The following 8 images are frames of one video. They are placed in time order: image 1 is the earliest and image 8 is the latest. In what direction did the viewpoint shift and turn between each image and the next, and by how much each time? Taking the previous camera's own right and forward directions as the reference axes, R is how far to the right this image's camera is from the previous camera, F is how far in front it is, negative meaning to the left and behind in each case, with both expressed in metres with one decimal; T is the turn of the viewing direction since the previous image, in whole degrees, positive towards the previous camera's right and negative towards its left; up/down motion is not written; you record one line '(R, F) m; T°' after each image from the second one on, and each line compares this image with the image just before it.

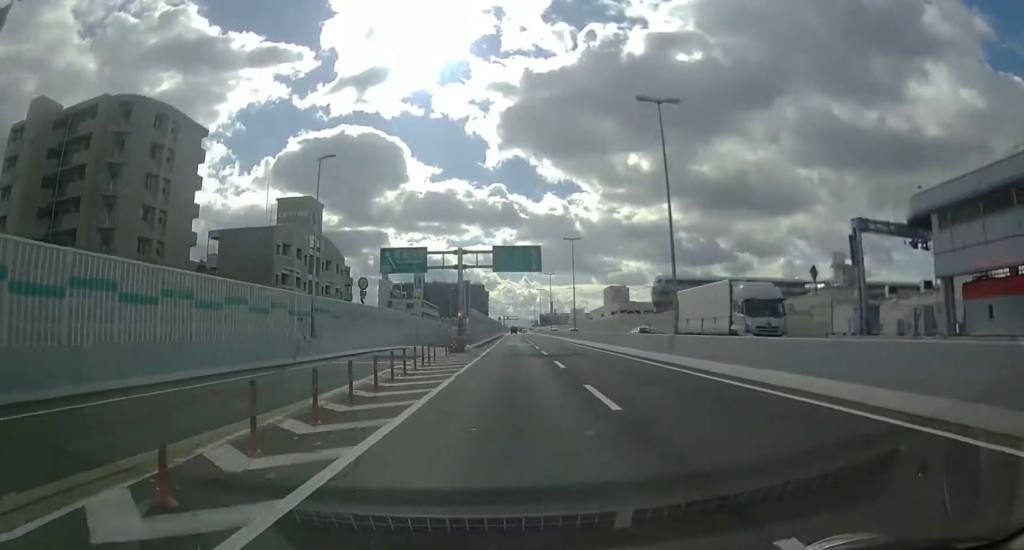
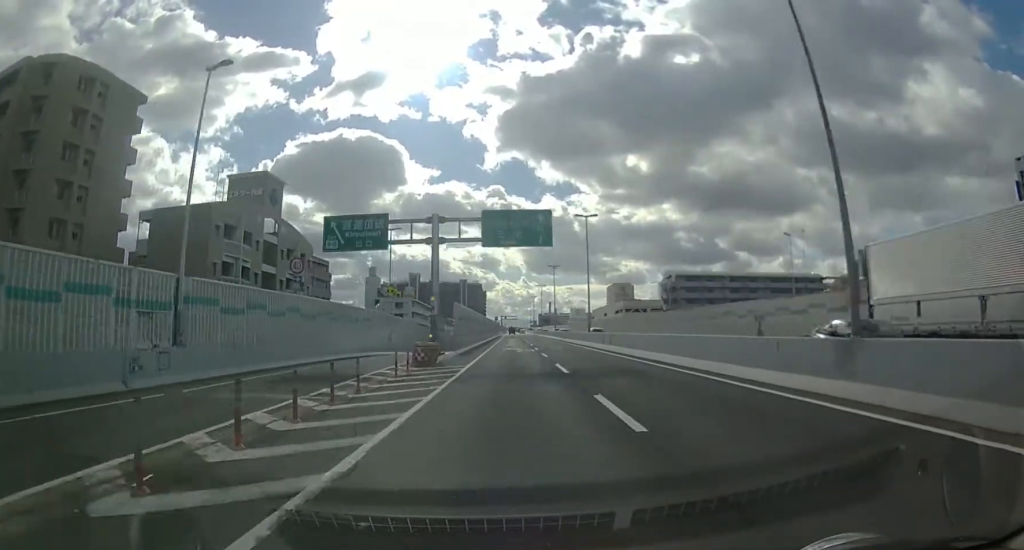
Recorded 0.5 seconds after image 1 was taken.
(-0.1, +11.9) m; 0°
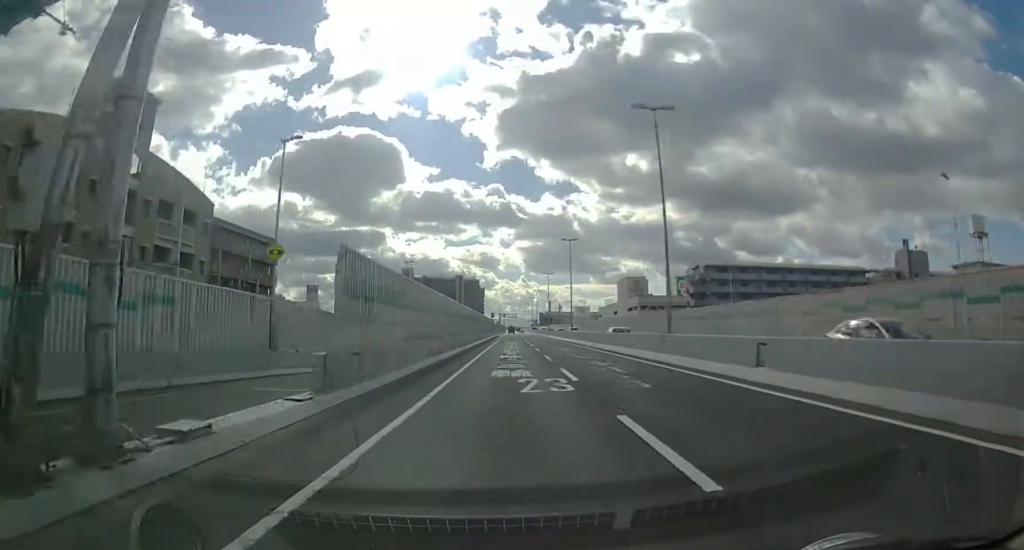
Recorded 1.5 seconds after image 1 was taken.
(+0.1, +22.7) m; 0°
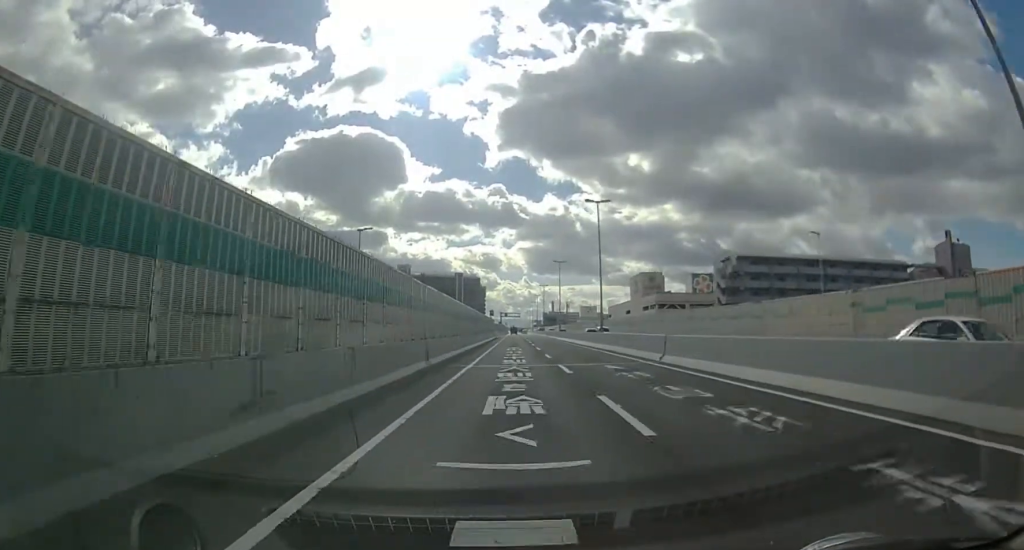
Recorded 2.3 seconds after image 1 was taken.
(0.0, +18.0) m; 0°
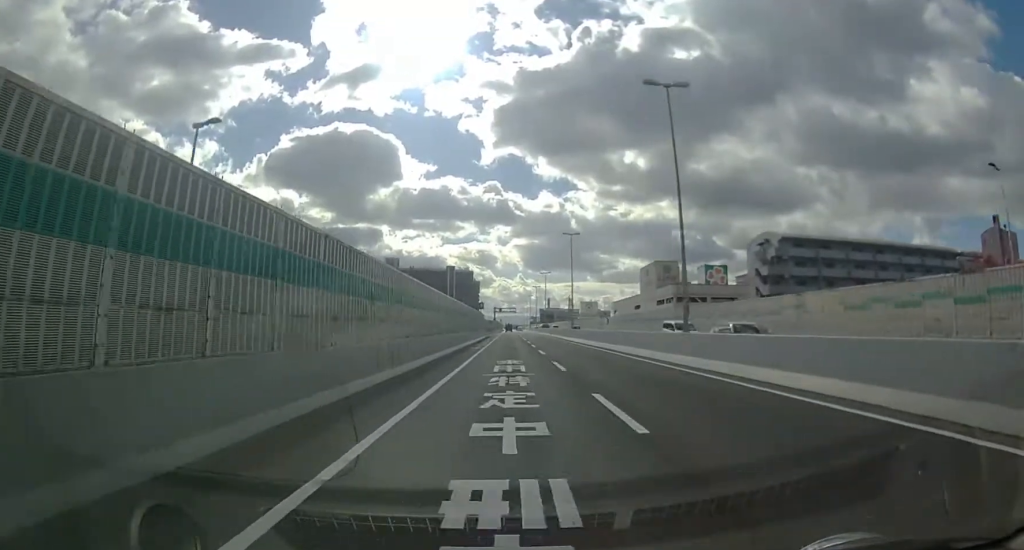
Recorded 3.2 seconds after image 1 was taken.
(-0.2, +19.8) m; 0°
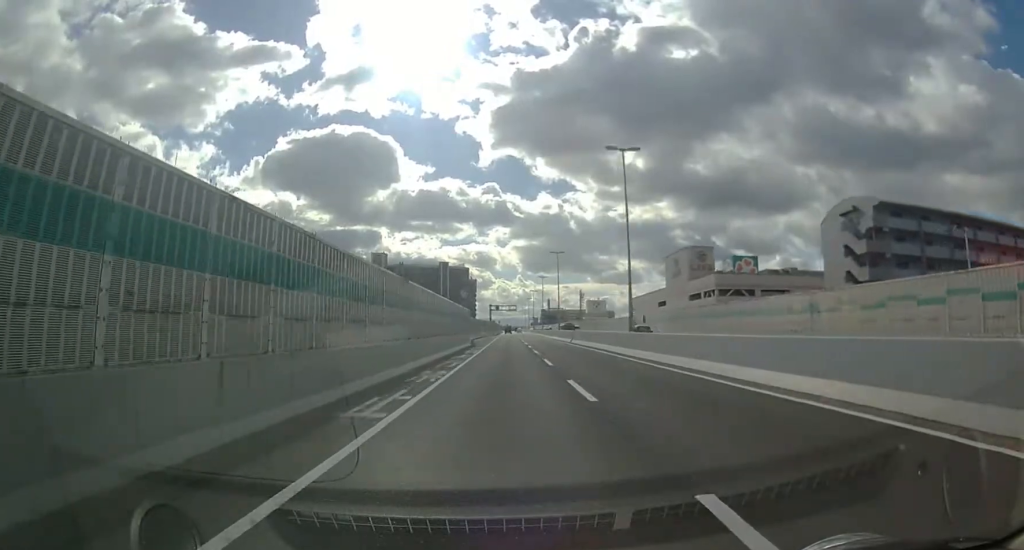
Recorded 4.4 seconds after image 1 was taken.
(+0.3, +27.5) m; +1°
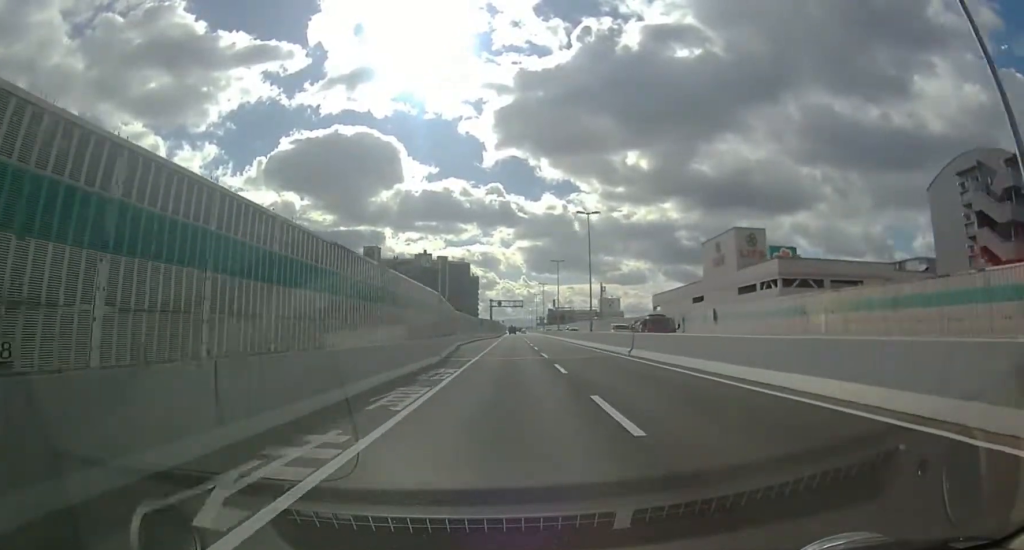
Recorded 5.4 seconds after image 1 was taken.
(+0.1, +23.3) m; 0°
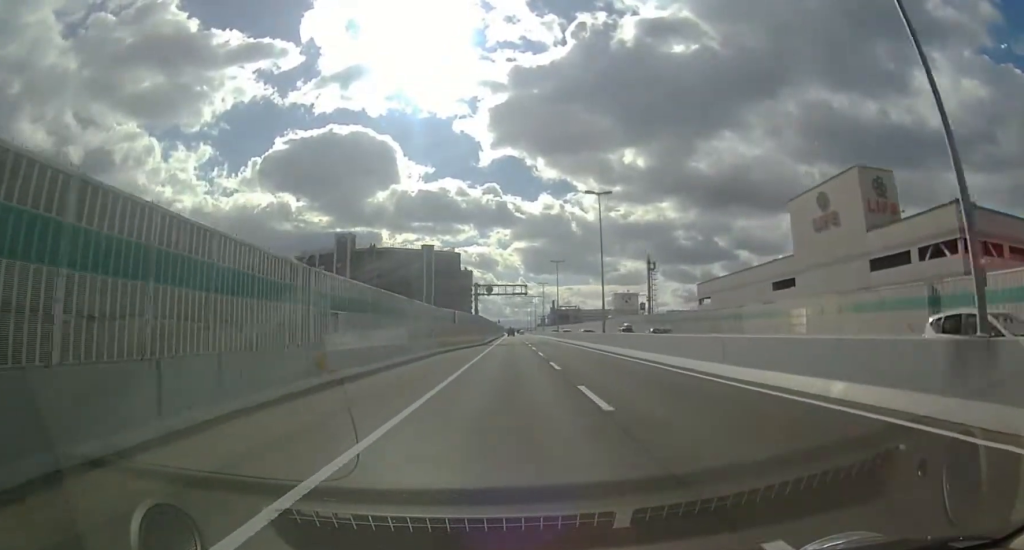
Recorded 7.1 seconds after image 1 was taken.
(-0.3, +37.6) m; 0°
